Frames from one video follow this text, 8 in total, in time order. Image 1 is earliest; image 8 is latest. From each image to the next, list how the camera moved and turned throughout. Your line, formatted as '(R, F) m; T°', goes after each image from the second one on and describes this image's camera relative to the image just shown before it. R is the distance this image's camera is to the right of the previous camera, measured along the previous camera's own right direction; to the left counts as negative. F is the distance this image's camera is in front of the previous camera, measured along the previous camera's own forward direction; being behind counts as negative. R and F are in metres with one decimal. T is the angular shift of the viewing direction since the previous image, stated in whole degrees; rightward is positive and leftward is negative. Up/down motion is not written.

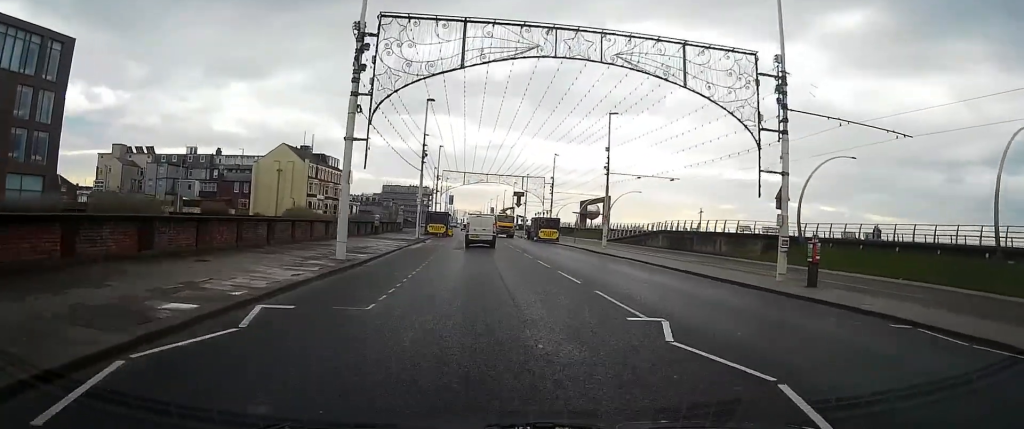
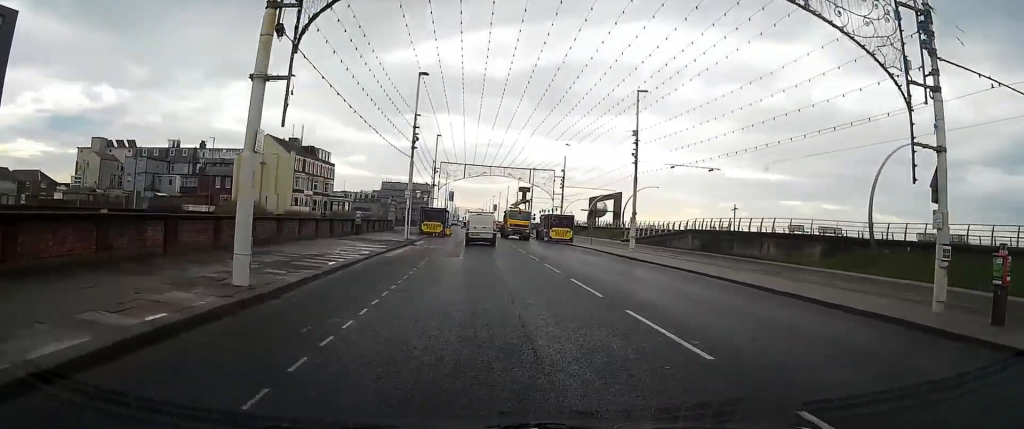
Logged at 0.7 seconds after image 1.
(0.0, +9.0) m; 0°
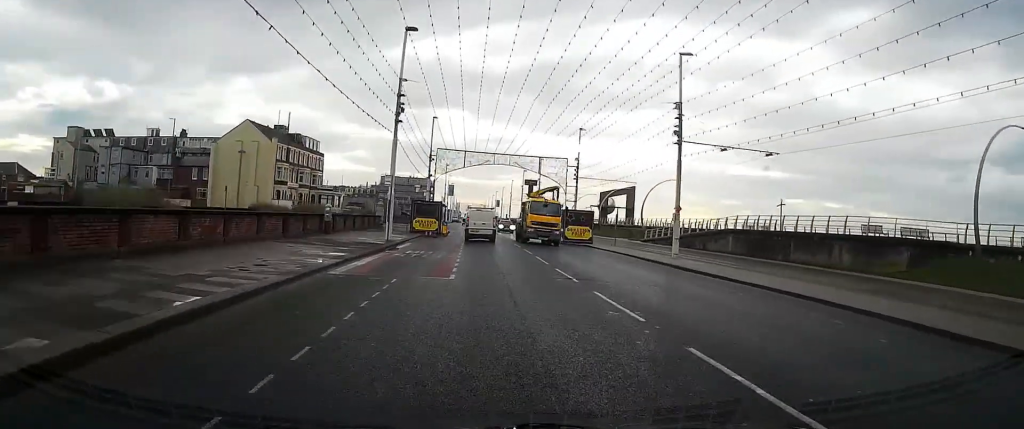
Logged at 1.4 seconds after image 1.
(0.0, +9.4) m; 0°
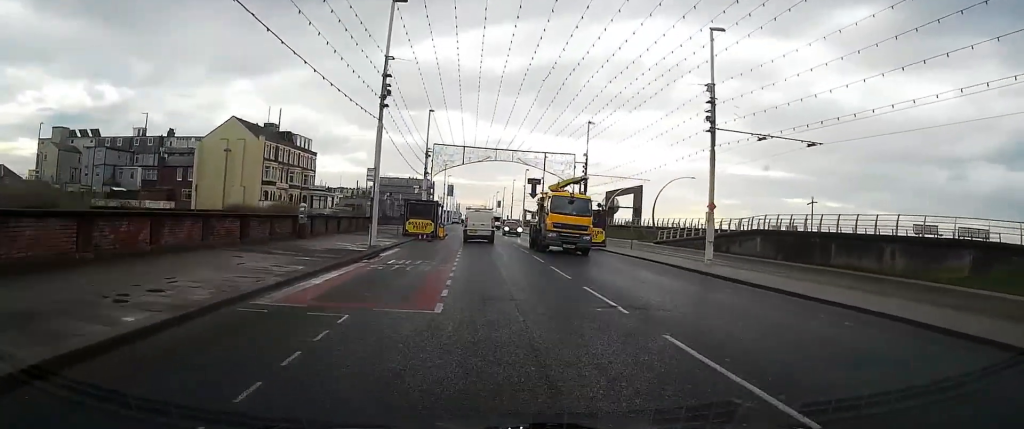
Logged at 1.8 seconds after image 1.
(0.0, +5.1) m; 0°
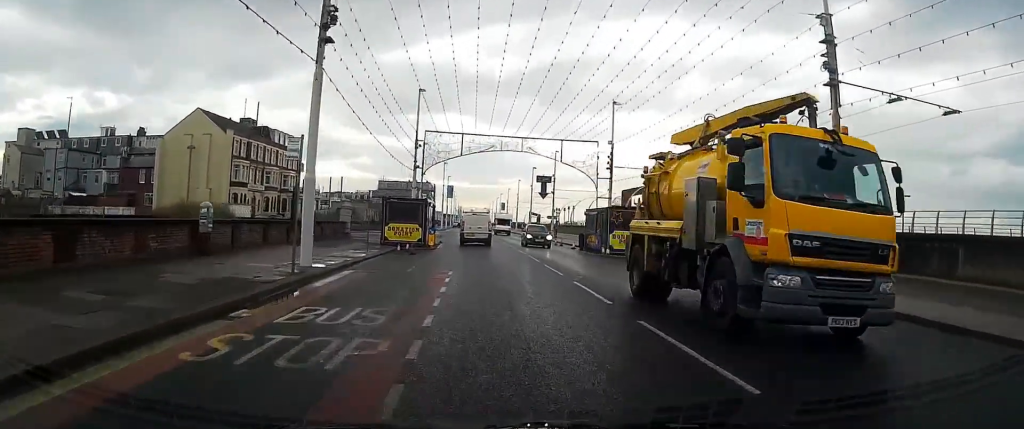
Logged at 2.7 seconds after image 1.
(0.0, +11.0) m; 0°
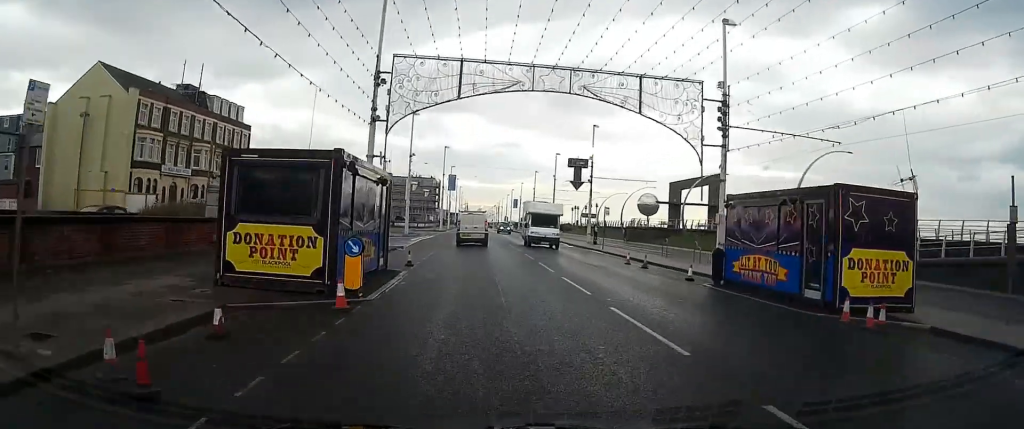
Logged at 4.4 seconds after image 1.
(0.0, +22.5) m; 0°
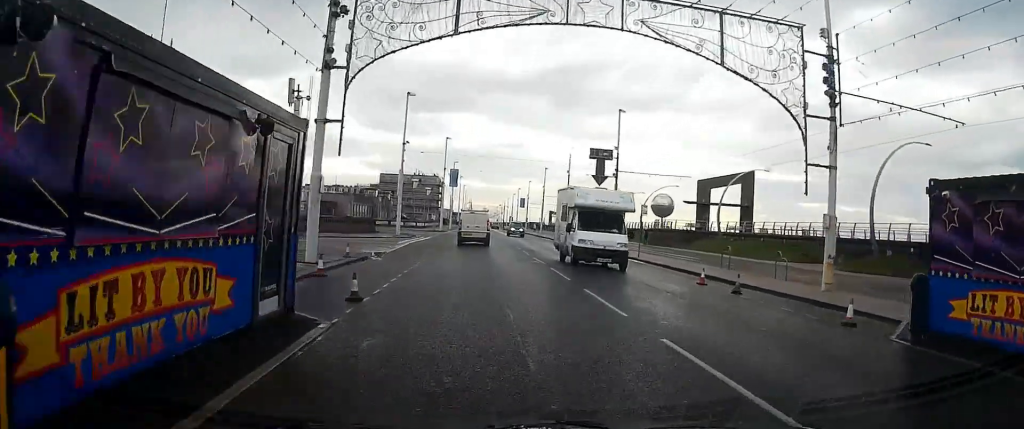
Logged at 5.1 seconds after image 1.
(0.0, +9.1) m; 0°
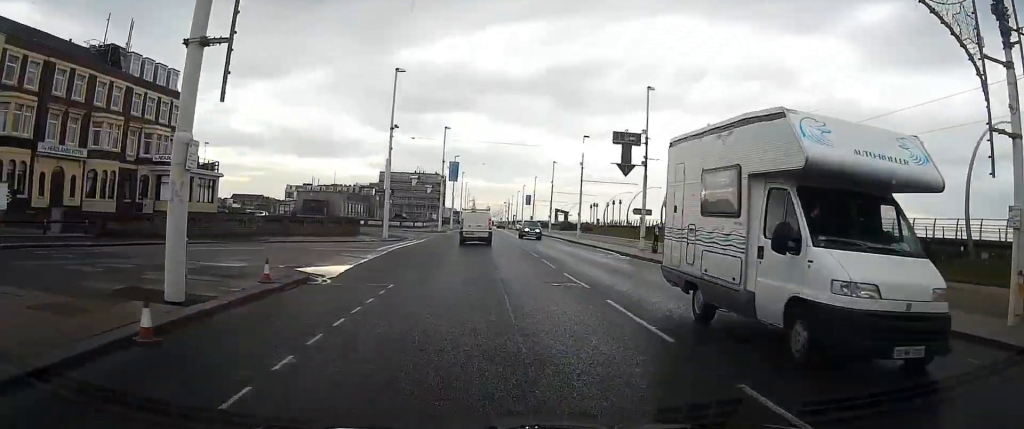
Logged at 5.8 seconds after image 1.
(+0.1, +8.2) m; 0°
